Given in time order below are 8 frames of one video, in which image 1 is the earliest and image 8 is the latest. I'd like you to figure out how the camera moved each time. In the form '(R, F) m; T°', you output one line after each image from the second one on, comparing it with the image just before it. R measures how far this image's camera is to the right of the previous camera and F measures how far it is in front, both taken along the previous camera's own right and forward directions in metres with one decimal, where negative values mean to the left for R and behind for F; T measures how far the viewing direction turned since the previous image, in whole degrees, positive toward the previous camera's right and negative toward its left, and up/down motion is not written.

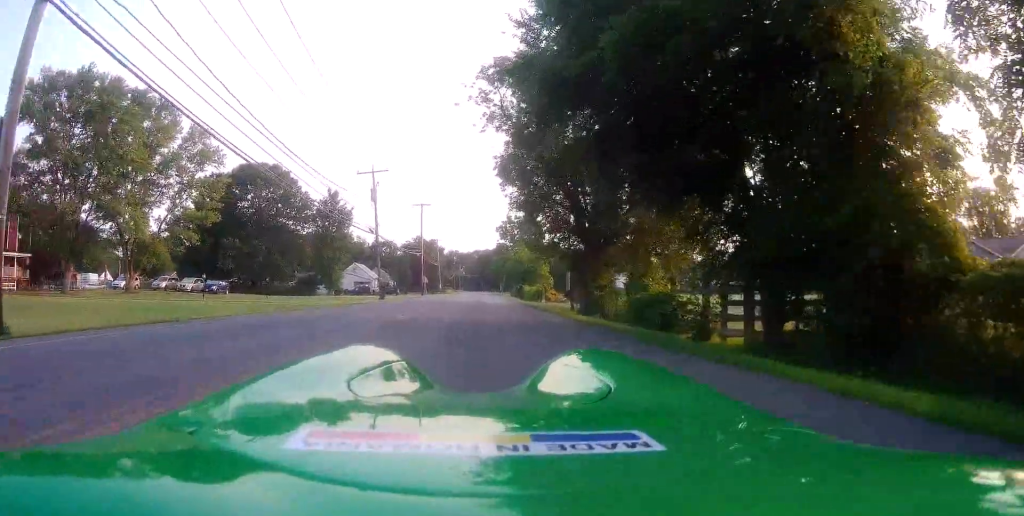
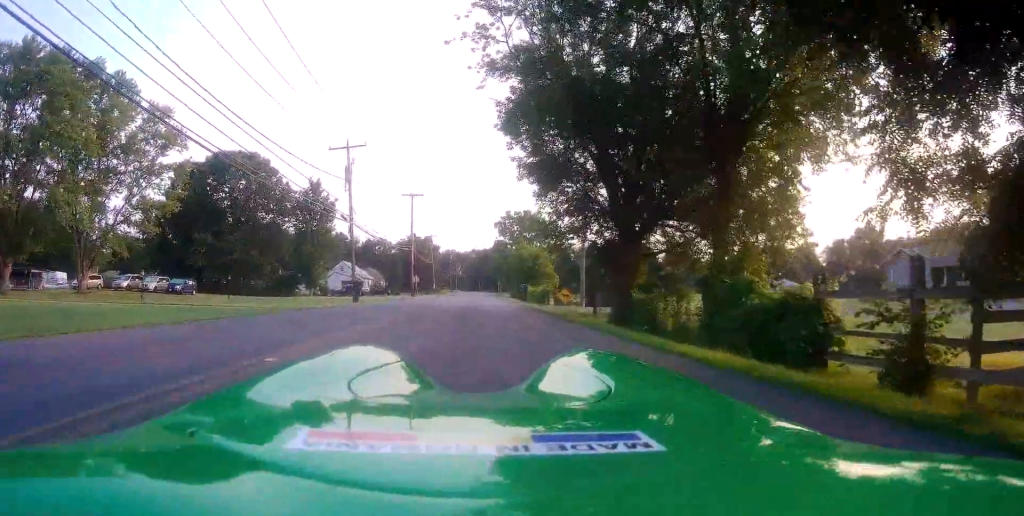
(-0.1, +8.0) m; 0°
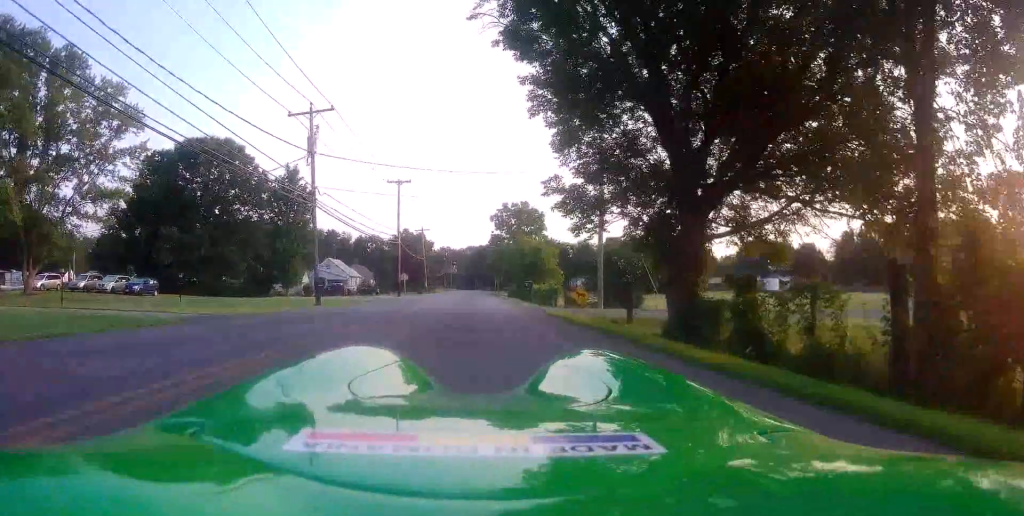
(0.0, +7.5) m; 0°
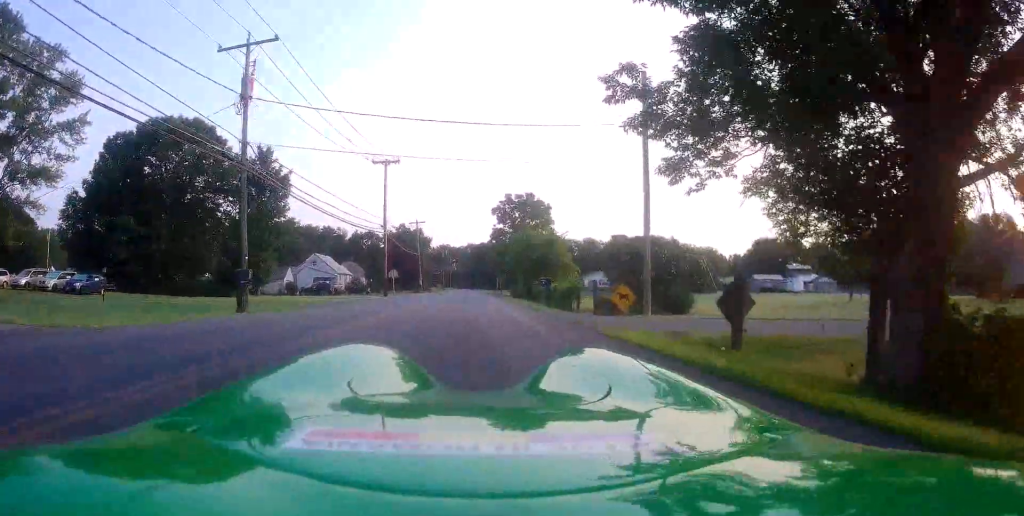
(0.0, +9.1) m; 0°
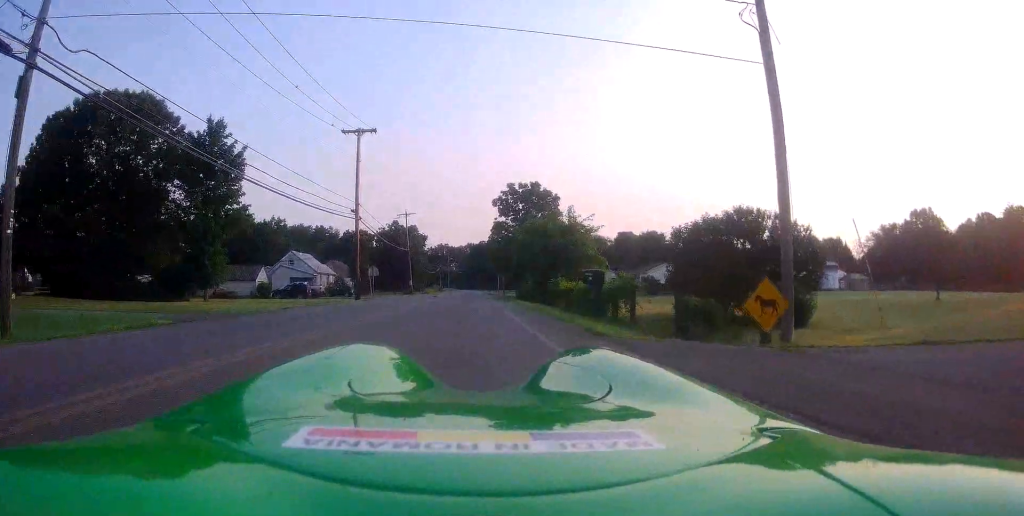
(0.0, +11.7) m; 0°
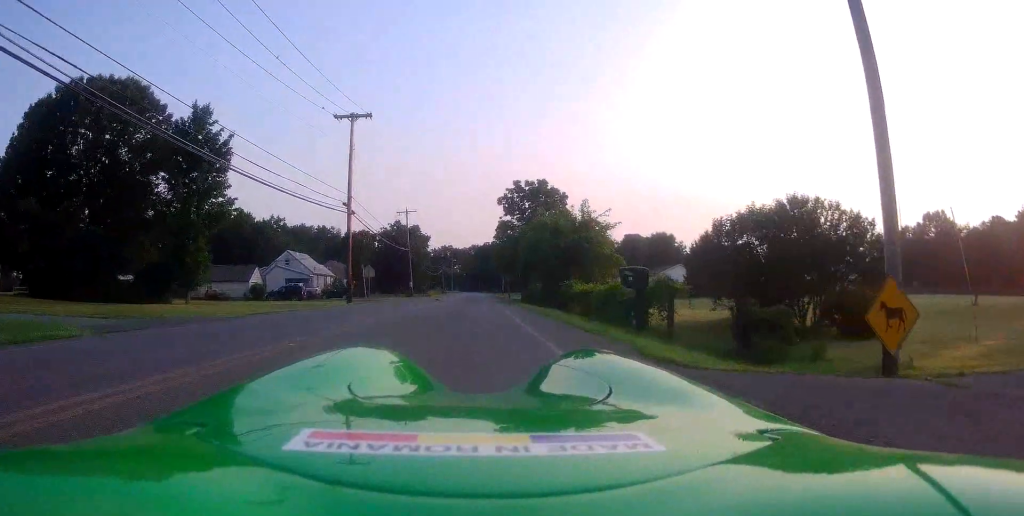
(0.0, +3.7) m; +2°
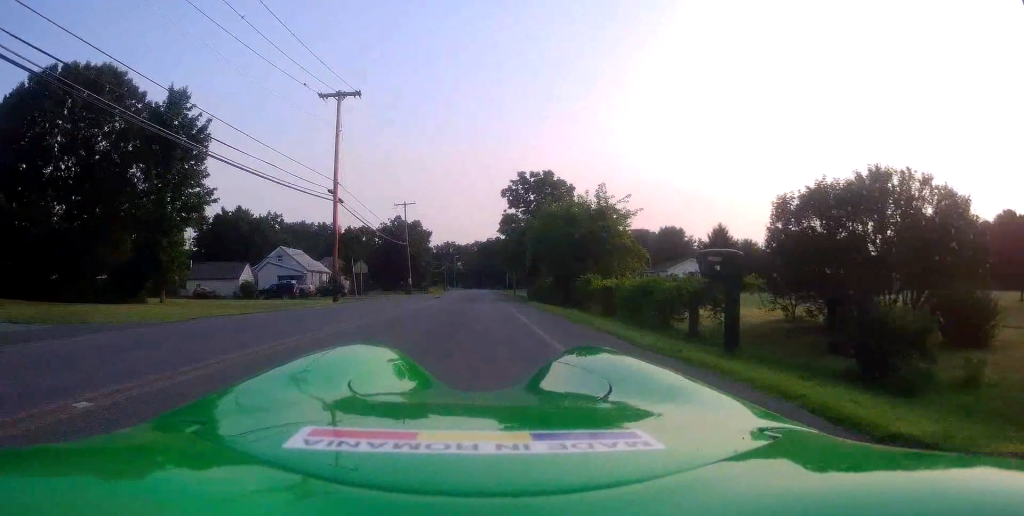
(-0.1, +4.0) m; +2°
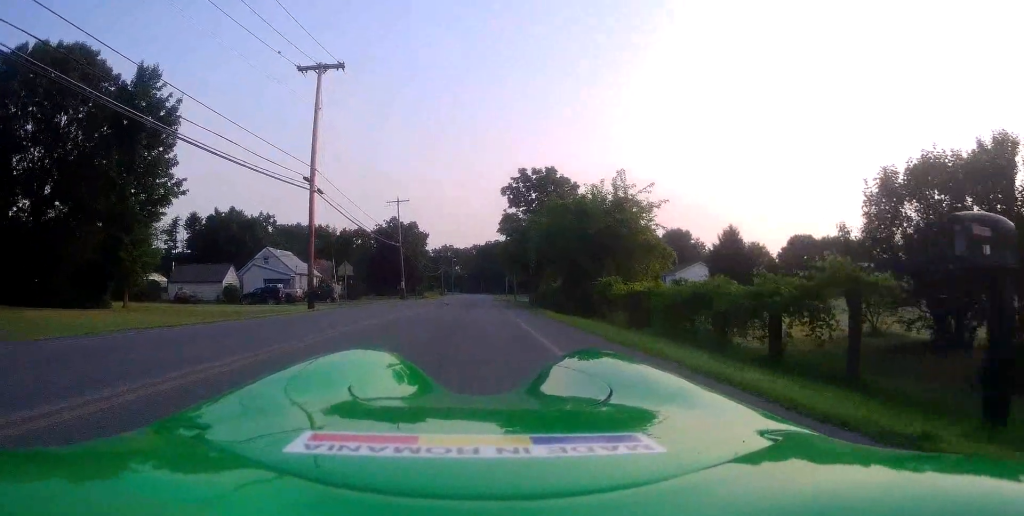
(+0.2, +4.7) m; +2°
